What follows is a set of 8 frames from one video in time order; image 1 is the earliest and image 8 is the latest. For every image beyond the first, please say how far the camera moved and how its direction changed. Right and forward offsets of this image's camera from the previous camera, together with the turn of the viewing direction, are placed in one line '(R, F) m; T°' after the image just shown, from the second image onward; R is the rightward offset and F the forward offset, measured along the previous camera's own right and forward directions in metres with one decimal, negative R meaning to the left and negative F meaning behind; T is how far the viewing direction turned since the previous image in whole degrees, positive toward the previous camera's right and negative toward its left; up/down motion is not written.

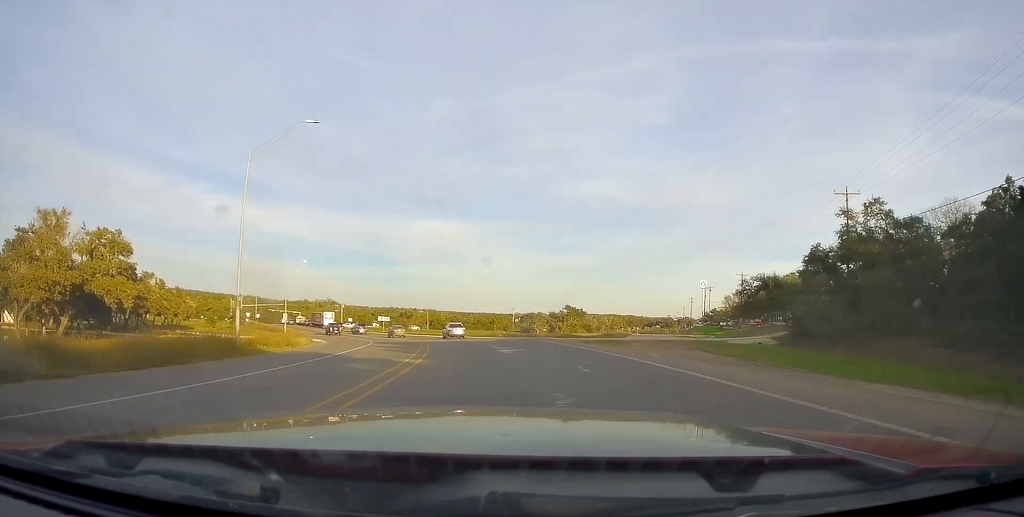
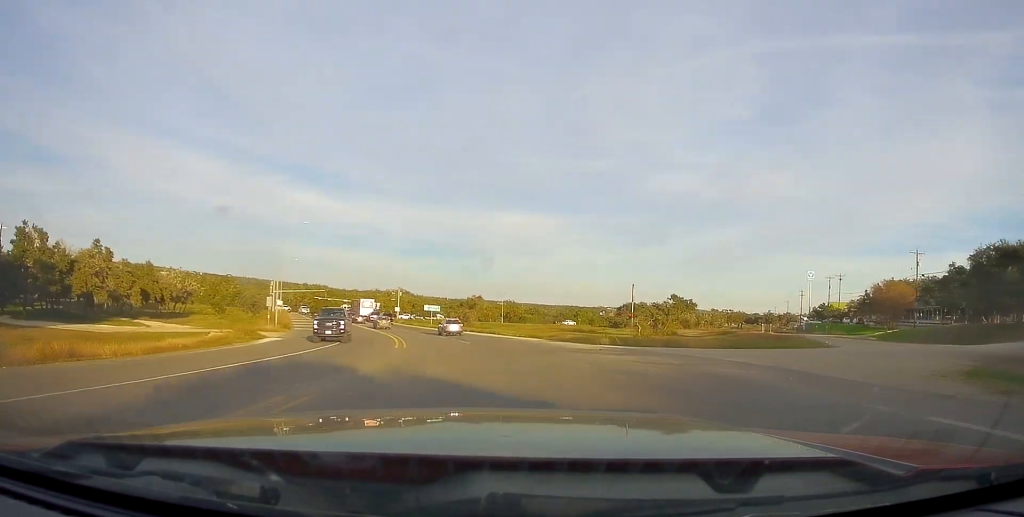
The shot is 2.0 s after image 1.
(-2.4, +32.7) m; -9°
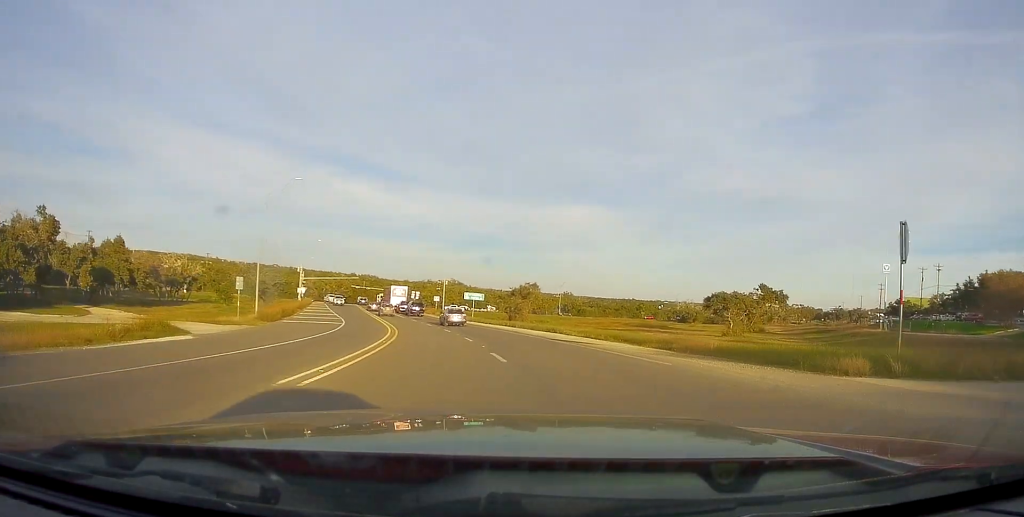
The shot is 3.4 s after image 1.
(-1.3, +19.4) m; -7°
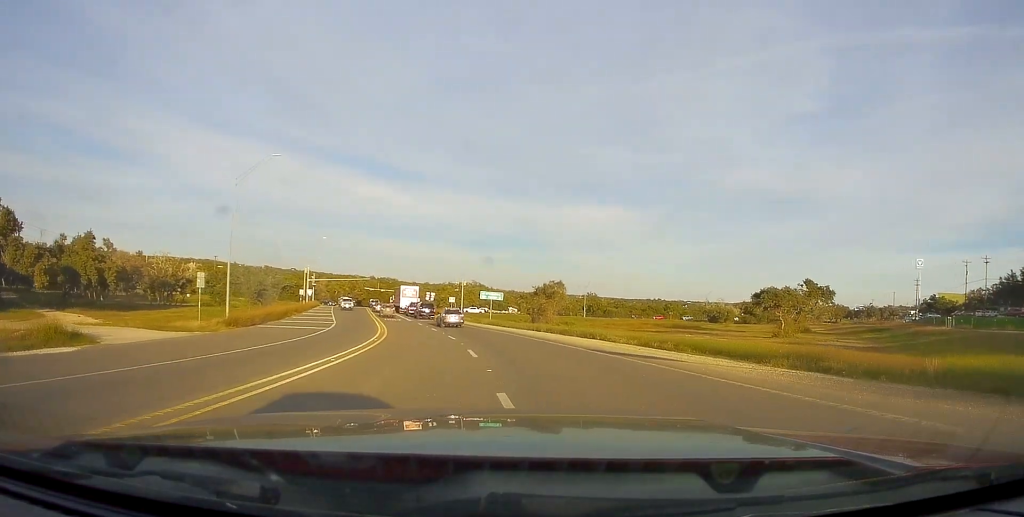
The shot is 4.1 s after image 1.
(-0.4, +9.6) m; -2°
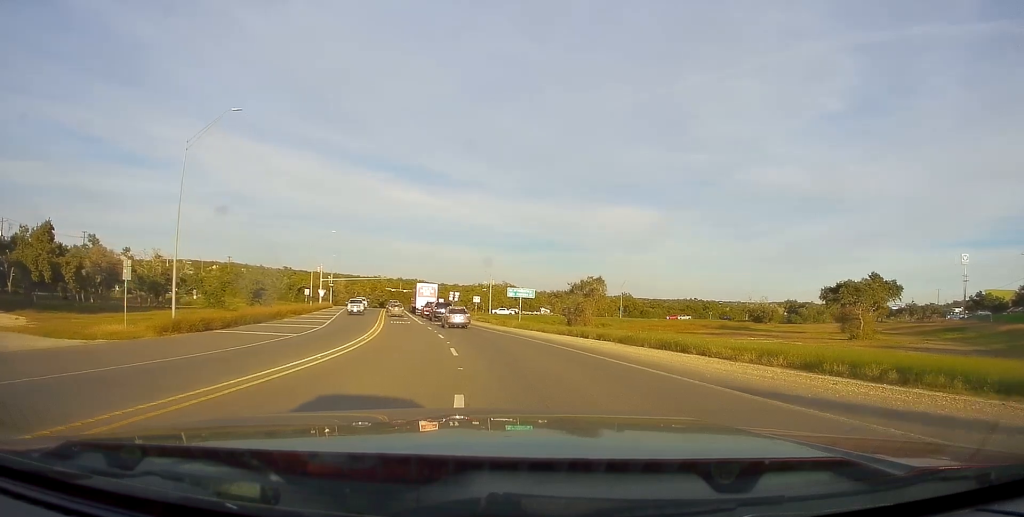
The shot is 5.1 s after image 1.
(+0.2, +11.2) m; -2°
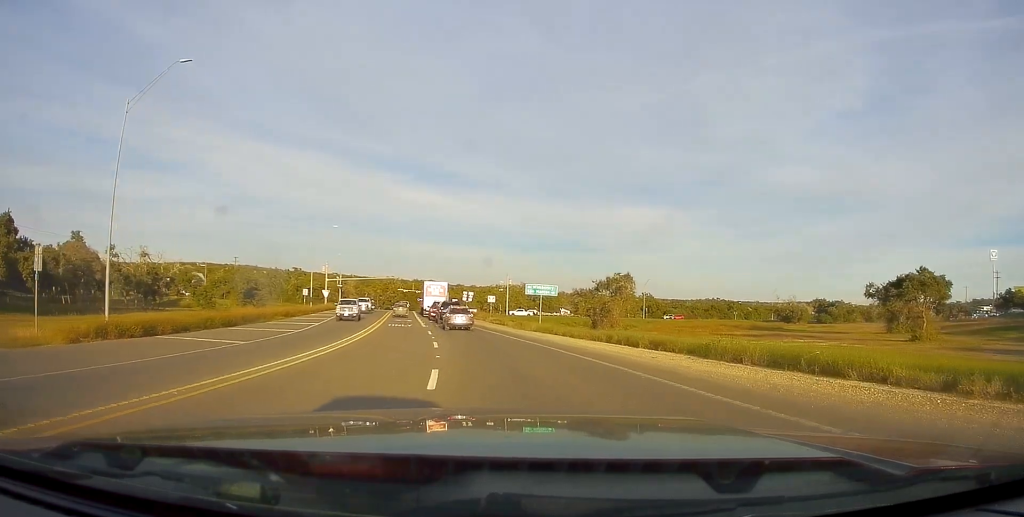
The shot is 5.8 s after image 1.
(-0.5, +7.8) m; -2°
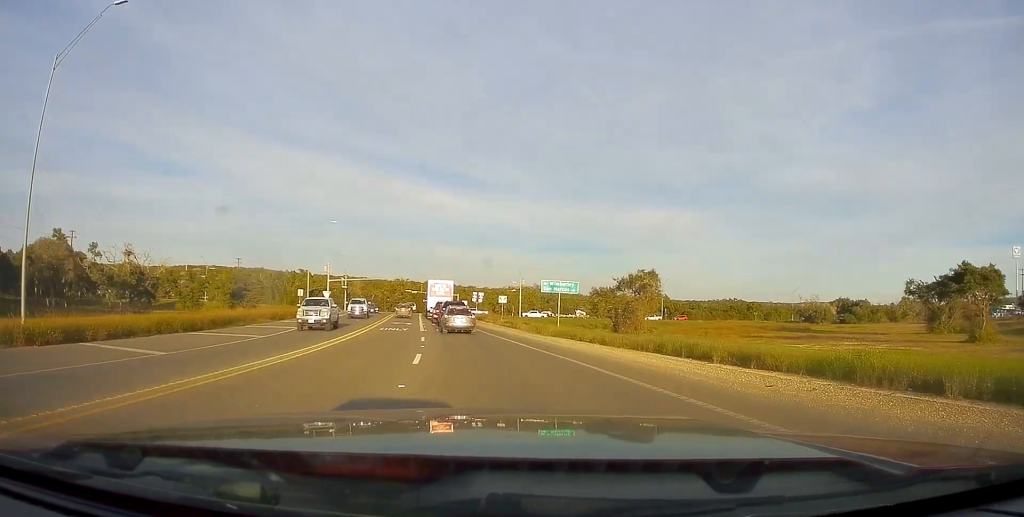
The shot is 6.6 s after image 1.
(-0.1, +6.6) m; -1°
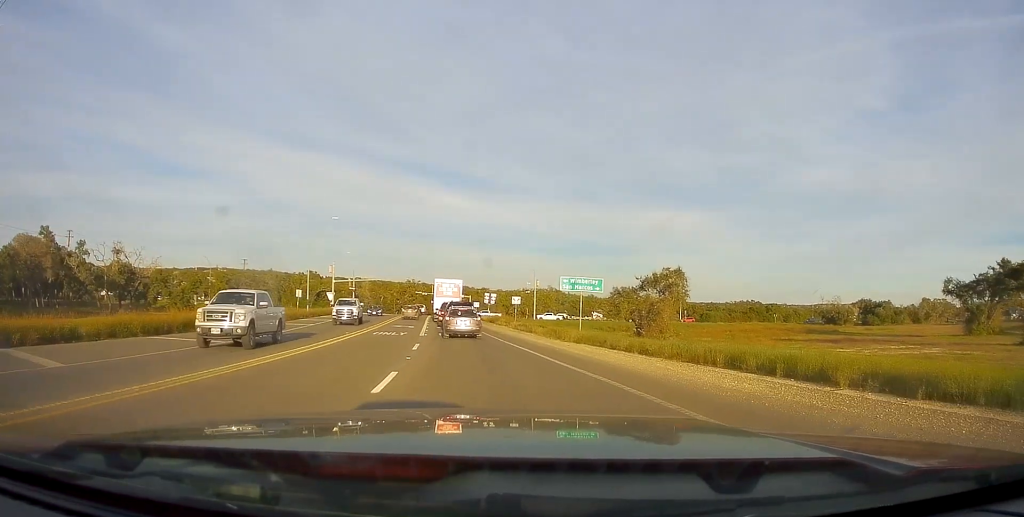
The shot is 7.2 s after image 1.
(+0.1, +5.4) m; -1°
